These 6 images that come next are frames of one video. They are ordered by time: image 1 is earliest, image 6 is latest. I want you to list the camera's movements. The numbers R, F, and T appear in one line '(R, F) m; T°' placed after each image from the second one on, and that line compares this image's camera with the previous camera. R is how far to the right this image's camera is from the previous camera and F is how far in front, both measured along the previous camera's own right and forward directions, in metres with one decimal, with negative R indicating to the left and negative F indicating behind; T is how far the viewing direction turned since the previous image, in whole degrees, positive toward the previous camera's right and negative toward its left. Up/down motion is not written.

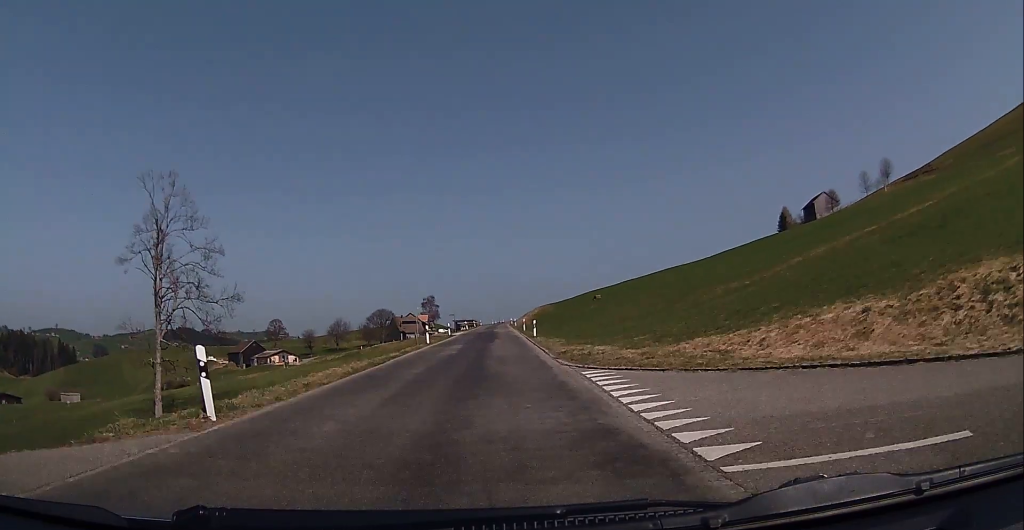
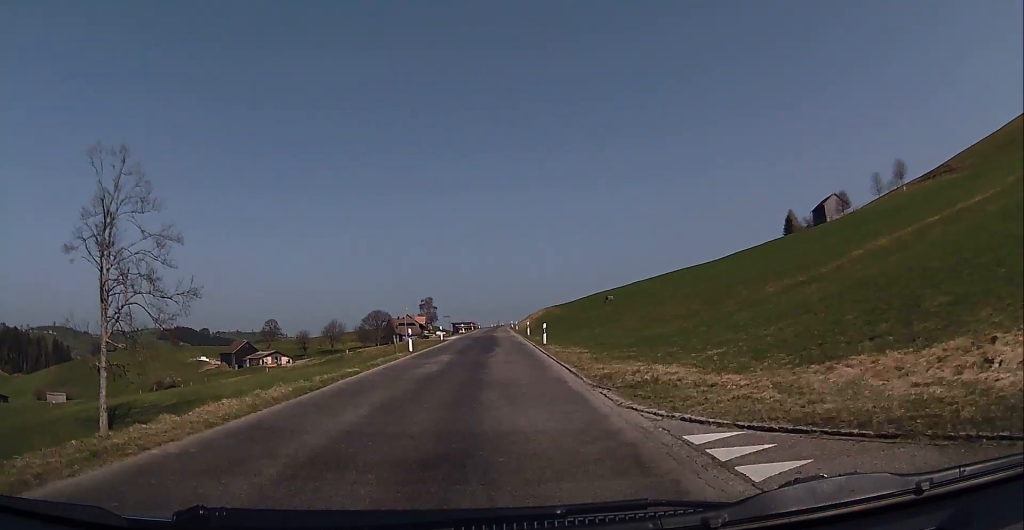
(+0.1, +7.5) m; 0°
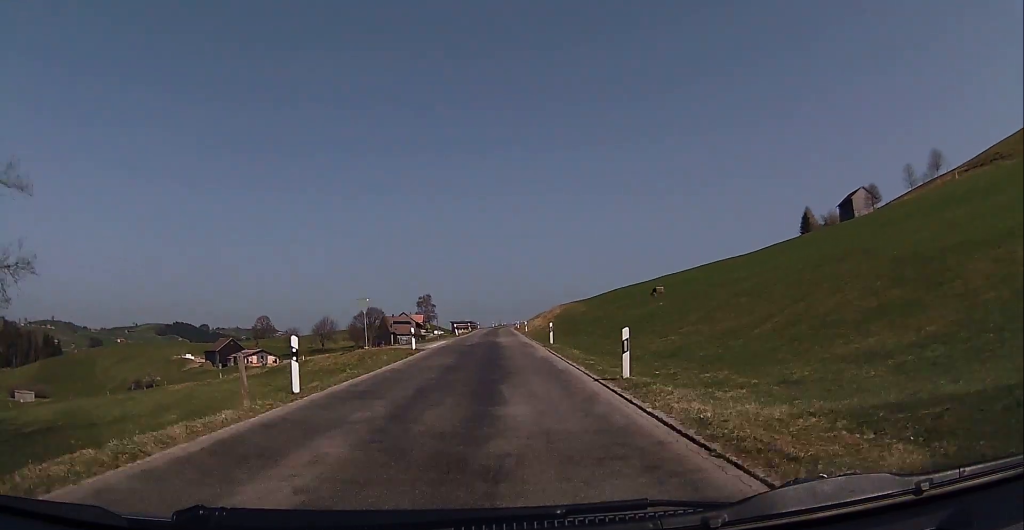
(0.0, +17.4) m; +1°
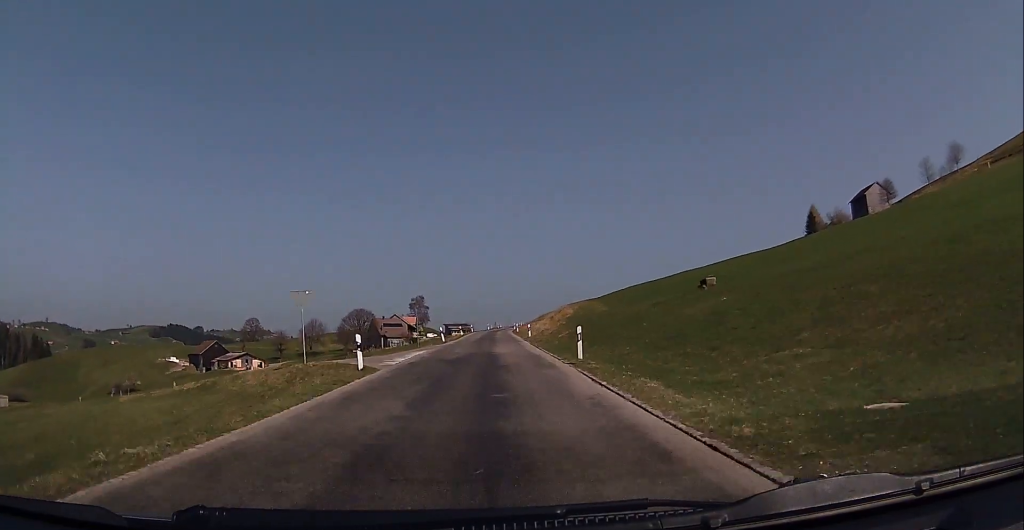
(+0.1, +10.9) m; +1°
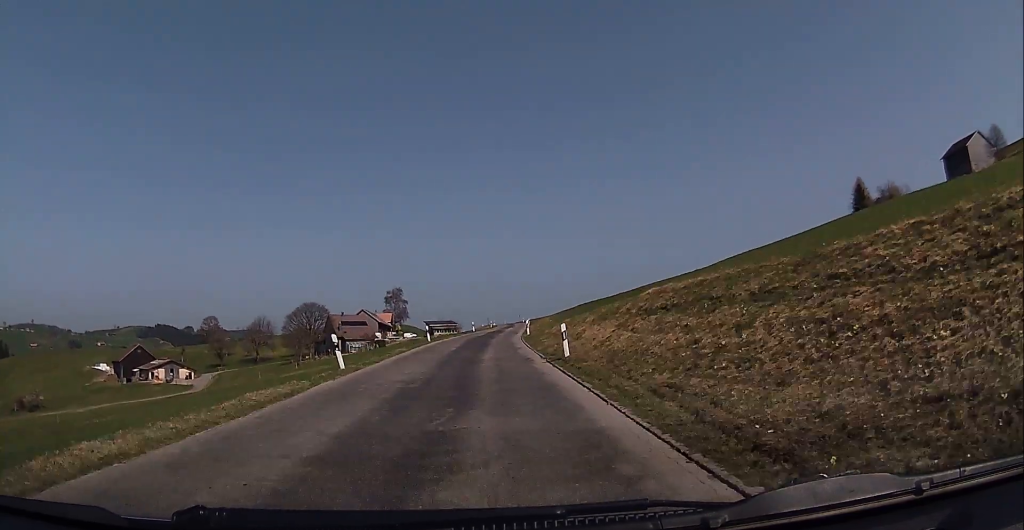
(+0.1, +53.4) m; +1°
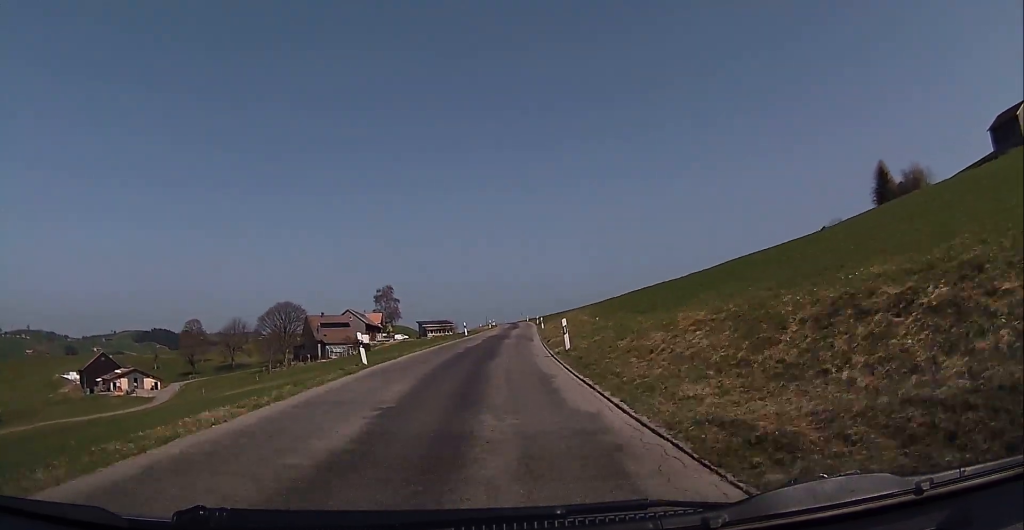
(+0.2, +20.4) m; +1°
